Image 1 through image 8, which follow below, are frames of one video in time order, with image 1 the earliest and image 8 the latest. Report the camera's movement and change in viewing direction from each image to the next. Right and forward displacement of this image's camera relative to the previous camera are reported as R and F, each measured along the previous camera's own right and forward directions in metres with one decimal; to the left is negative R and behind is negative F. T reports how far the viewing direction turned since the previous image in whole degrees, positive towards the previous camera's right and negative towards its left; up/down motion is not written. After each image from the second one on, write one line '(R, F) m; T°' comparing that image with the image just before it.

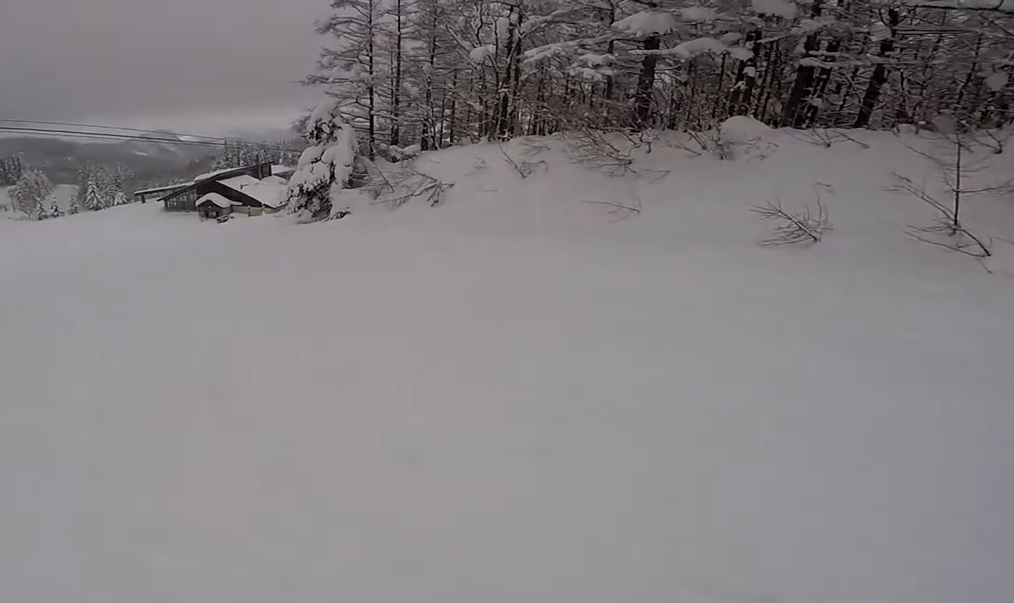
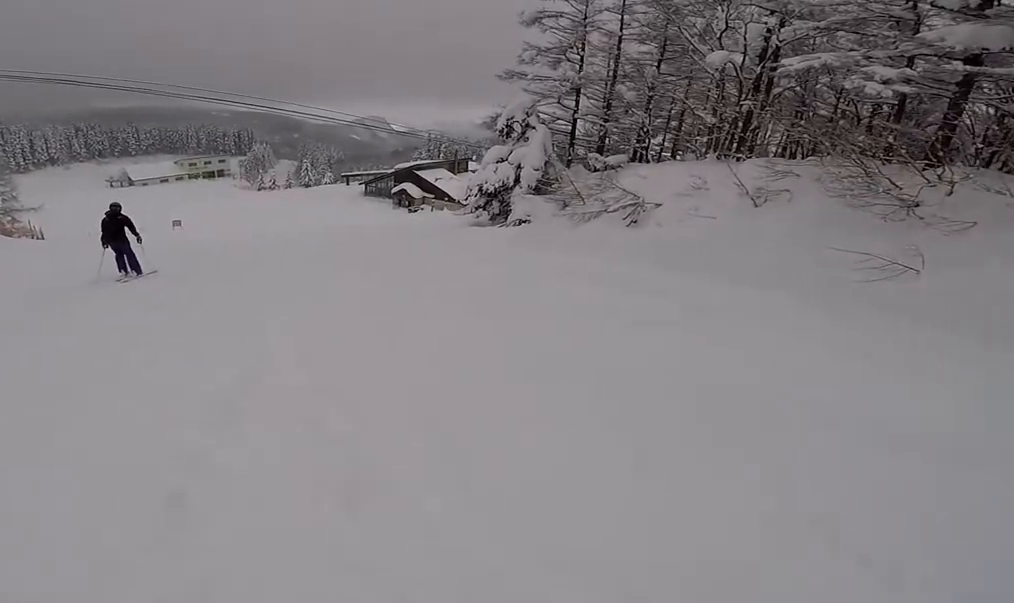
(-0.6, +2.1) m; -7°
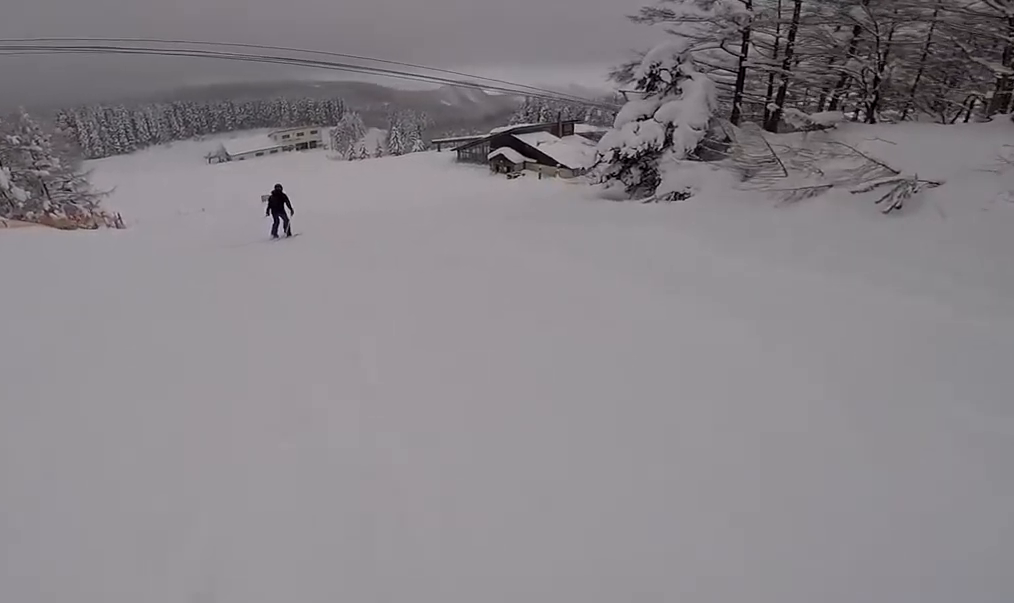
(+0.3, +6.1) m; -9°
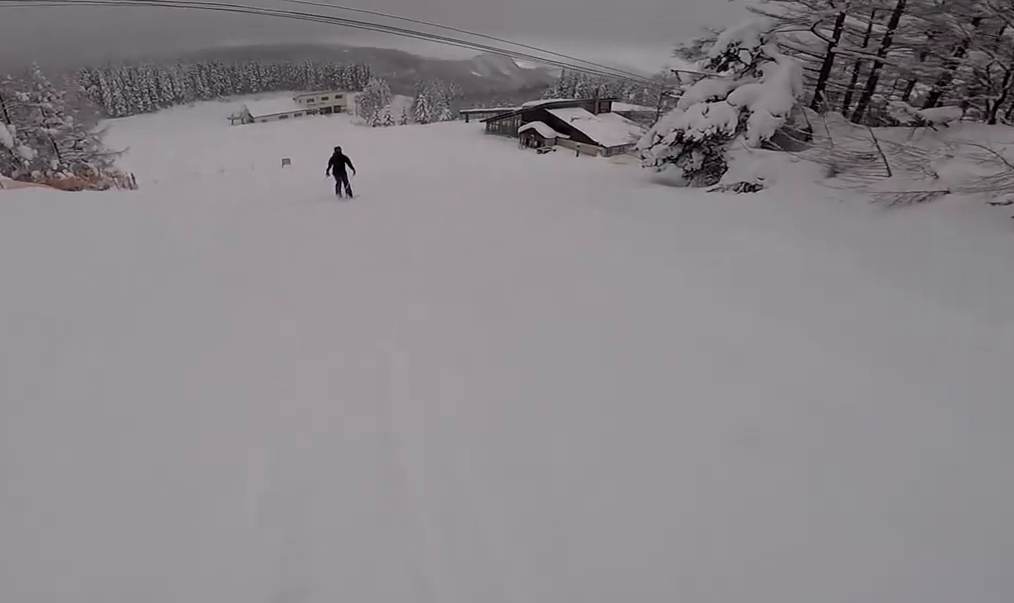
(-0.5, +2.1) m; -1°
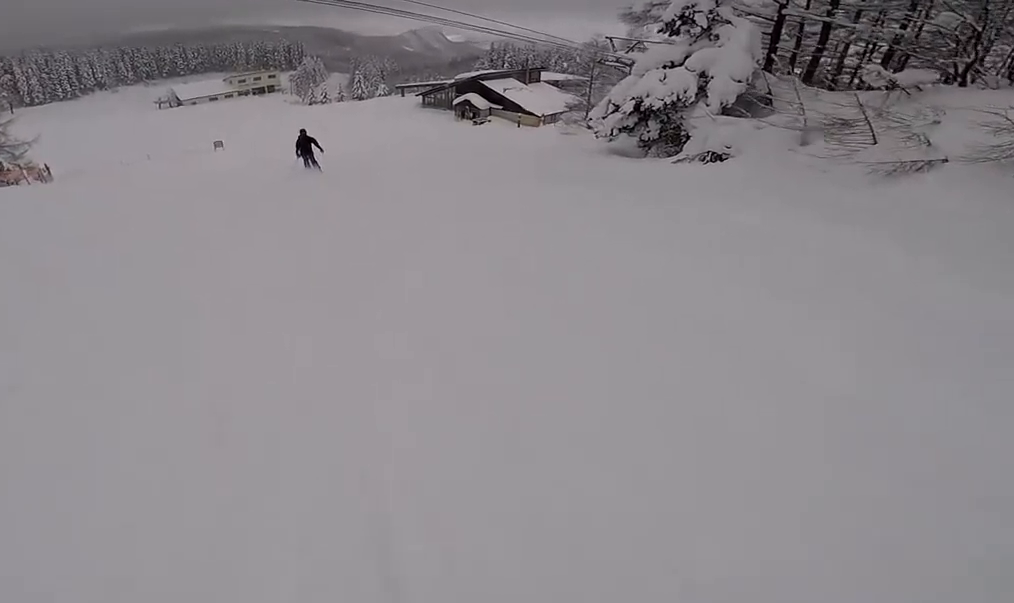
(-0.5, +2.3) m; -1°
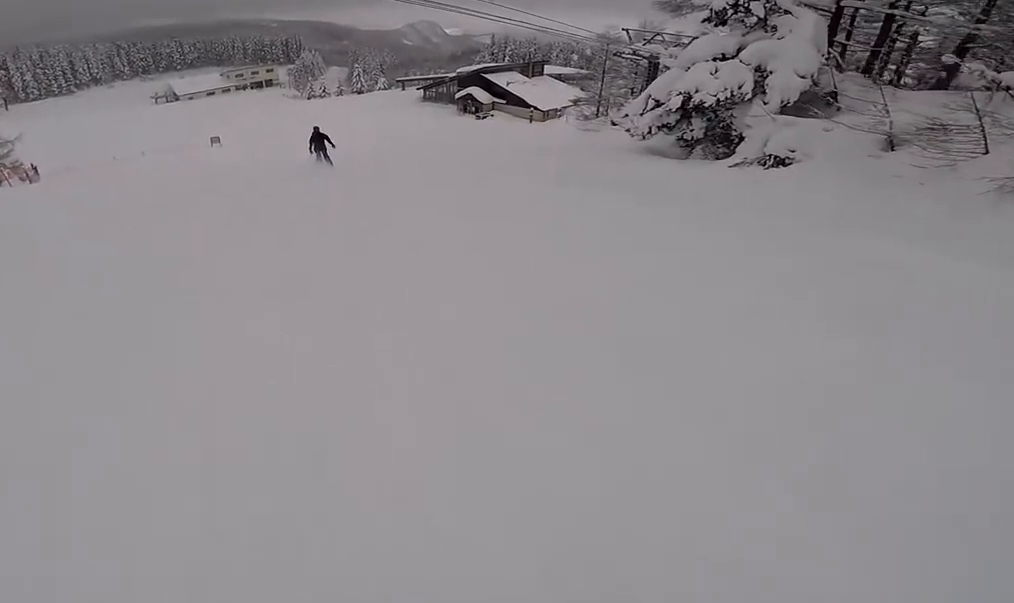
(0.0, +2.4) m; -1°
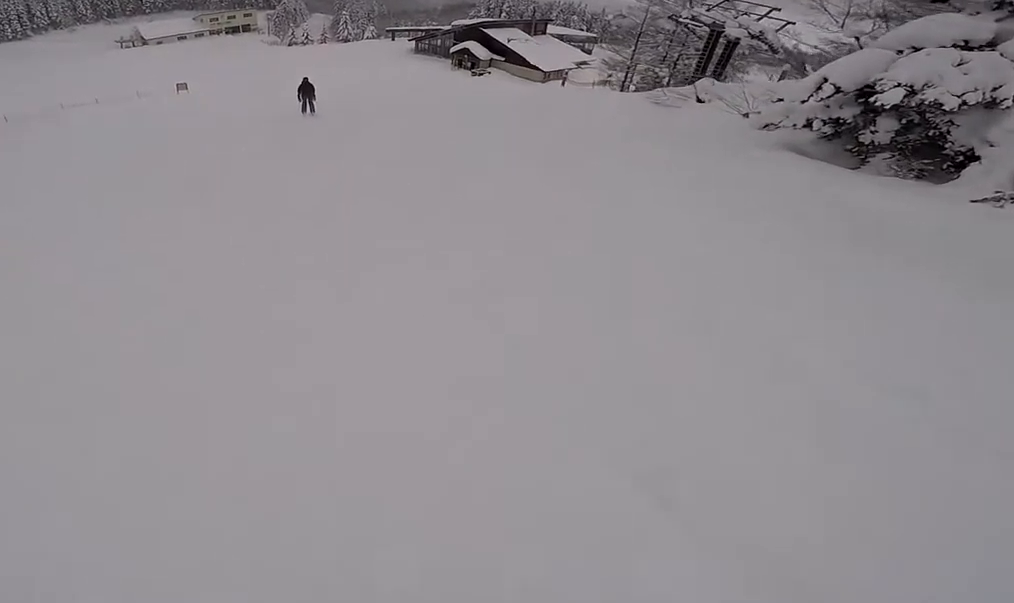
(+0.7, +6.4) m; 0°
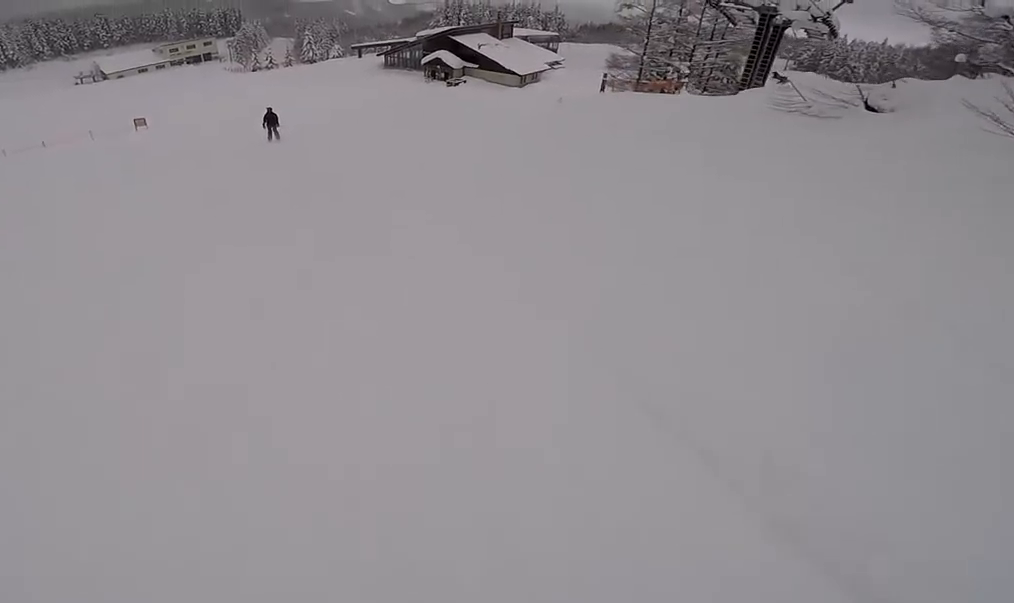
(-0.7, +8.3) m; 0°
